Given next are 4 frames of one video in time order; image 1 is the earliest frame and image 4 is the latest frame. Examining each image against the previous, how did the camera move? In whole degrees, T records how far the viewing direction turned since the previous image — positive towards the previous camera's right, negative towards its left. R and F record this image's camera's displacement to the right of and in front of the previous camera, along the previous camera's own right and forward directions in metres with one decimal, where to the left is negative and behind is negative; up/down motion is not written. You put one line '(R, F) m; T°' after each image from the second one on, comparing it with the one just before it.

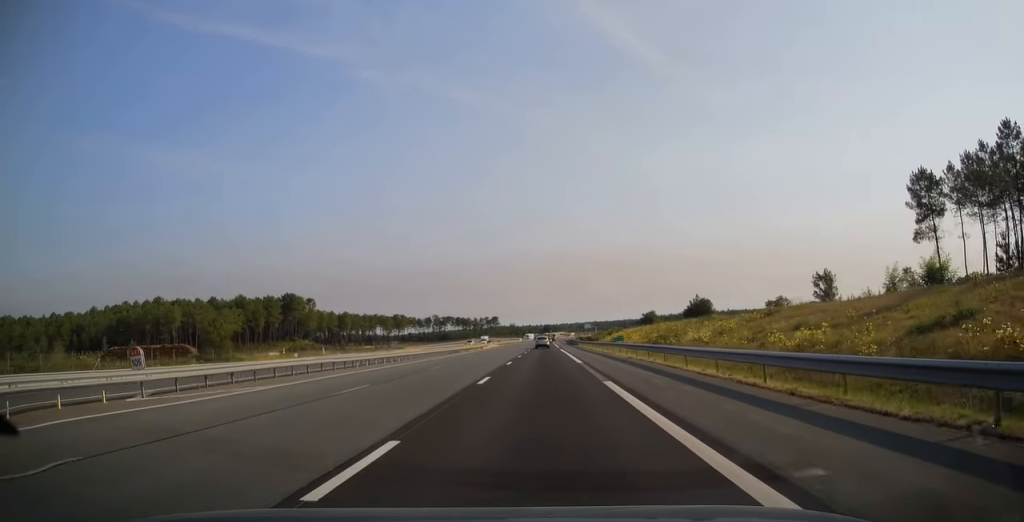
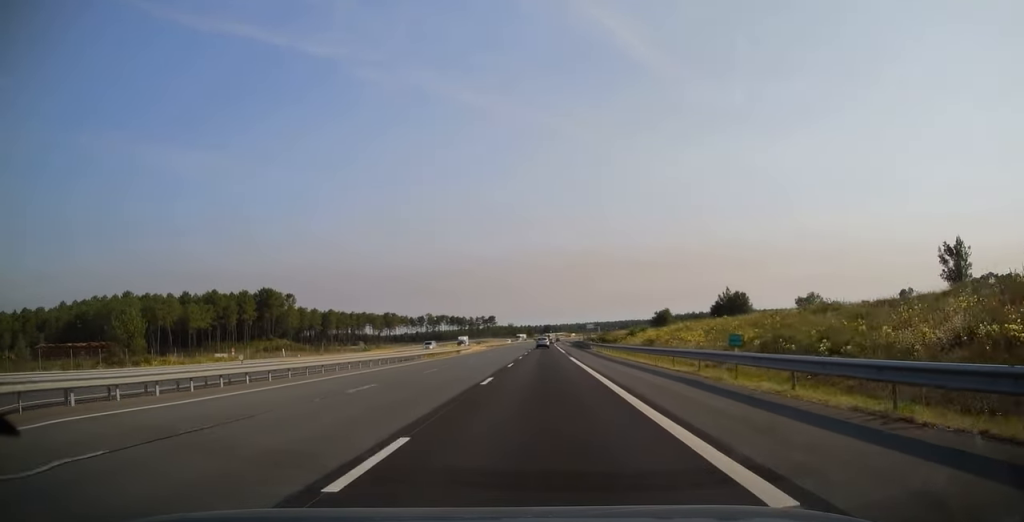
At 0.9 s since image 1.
(0.0, +25.6) m; 0°
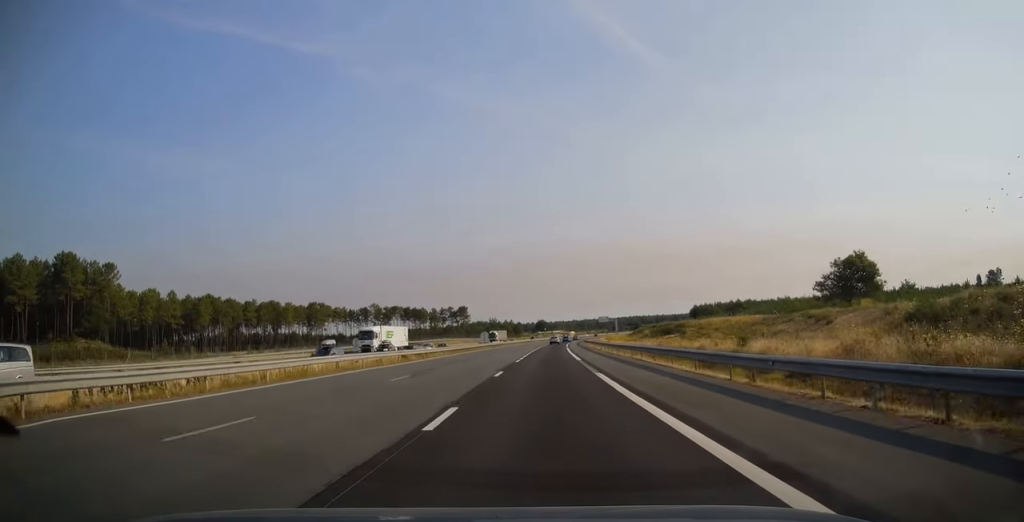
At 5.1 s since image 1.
(+0.3, +126.0) m; +1°
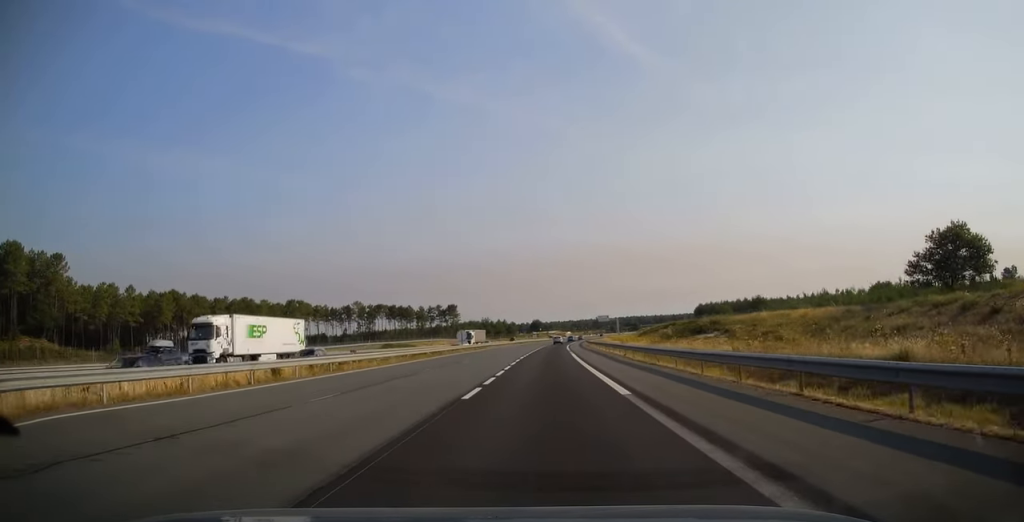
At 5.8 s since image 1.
(+0.1, +21.1) m; 0°
